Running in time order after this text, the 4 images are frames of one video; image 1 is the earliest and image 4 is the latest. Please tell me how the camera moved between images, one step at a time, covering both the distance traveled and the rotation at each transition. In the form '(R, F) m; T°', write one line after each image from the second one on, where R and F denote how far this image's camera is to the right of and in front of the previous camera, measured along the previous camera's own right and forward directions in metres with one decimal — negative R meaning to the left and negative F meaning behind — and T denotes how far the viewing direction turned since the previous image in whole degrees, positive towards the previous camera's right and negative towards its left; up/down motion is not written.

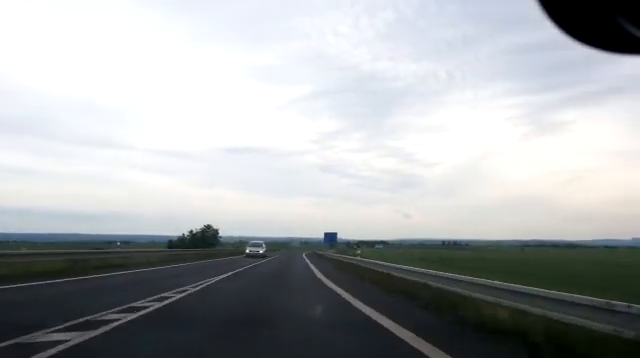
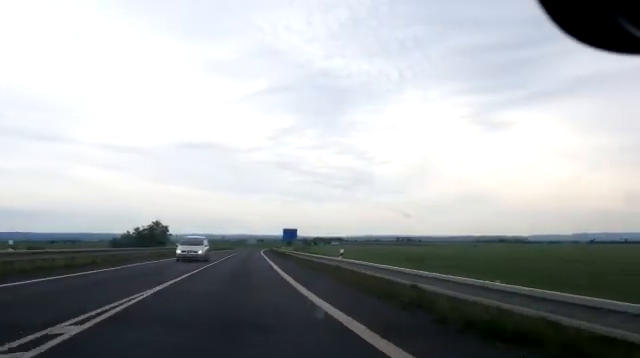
(-0.1, +6.7) m; +2°
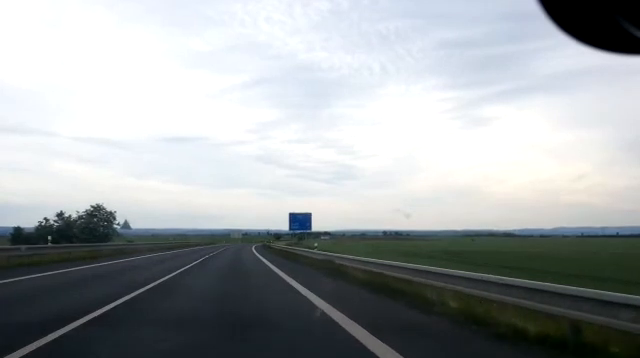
(+1.4, +36.2) m; +2°
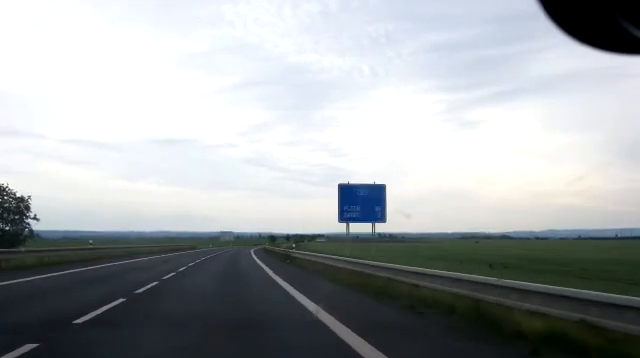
(+0.4, +31.4) m; +1°
